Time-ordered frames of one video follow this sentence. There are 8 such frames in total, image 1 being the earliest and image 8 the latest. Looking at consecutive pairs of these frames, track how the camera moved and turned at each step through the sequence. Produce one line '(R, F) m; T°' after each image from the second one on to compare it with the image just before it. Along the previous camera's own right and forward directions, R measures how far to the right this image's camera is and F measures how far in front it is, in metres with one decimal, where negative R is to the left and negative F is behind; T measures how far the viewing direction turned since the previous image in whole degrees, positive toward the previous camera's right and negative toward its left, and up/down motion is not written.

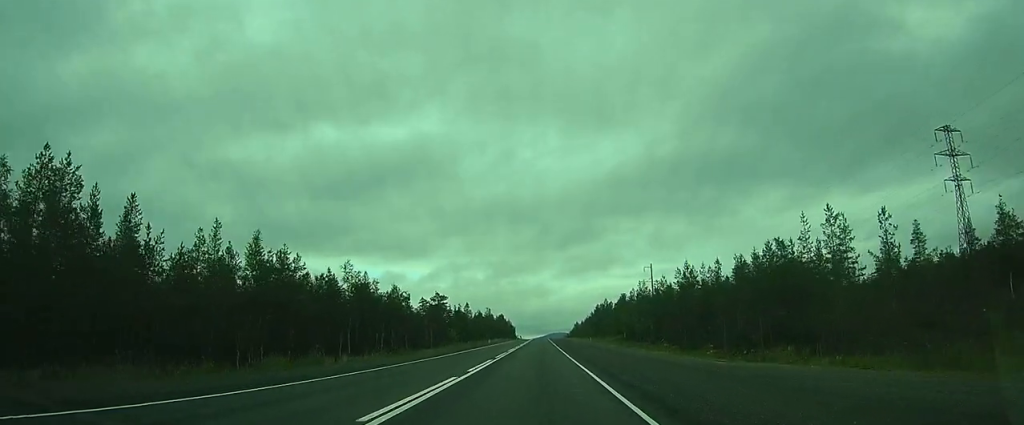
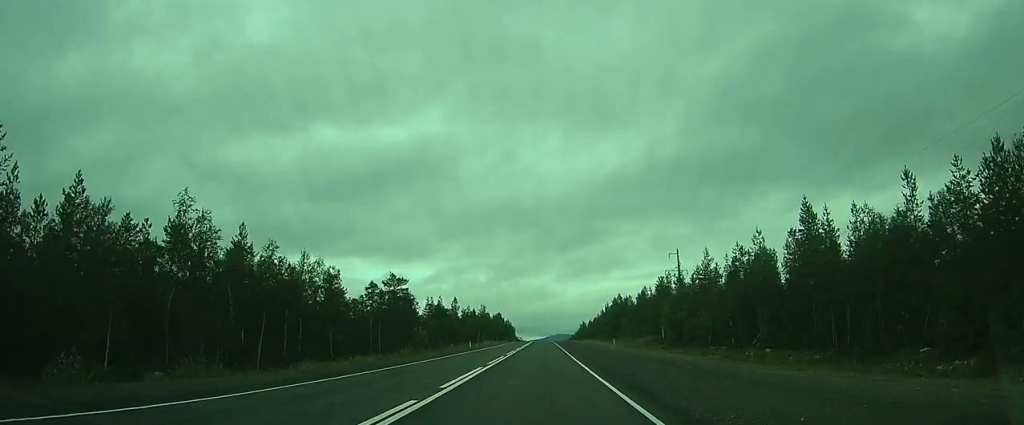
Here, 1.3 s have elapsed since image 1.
(+0.5, +31.7) m; +2°
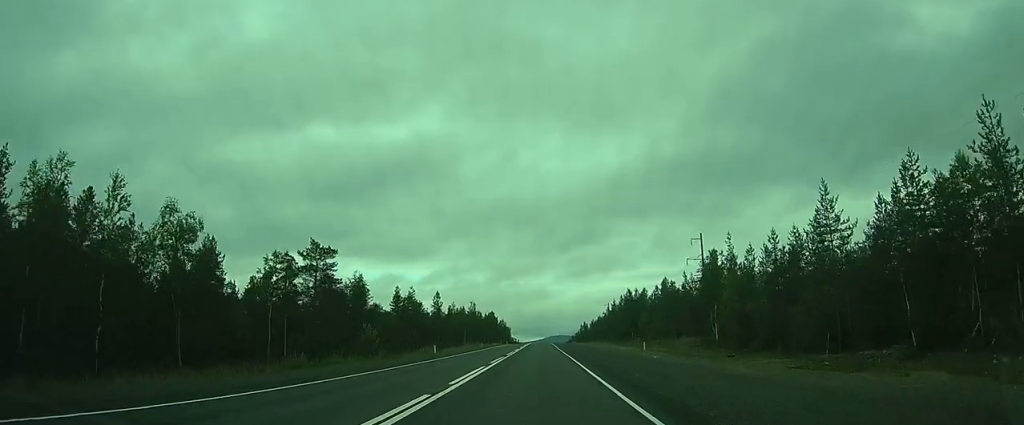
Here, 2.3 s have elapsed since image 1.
(+0.3, +23.5) m; +2°
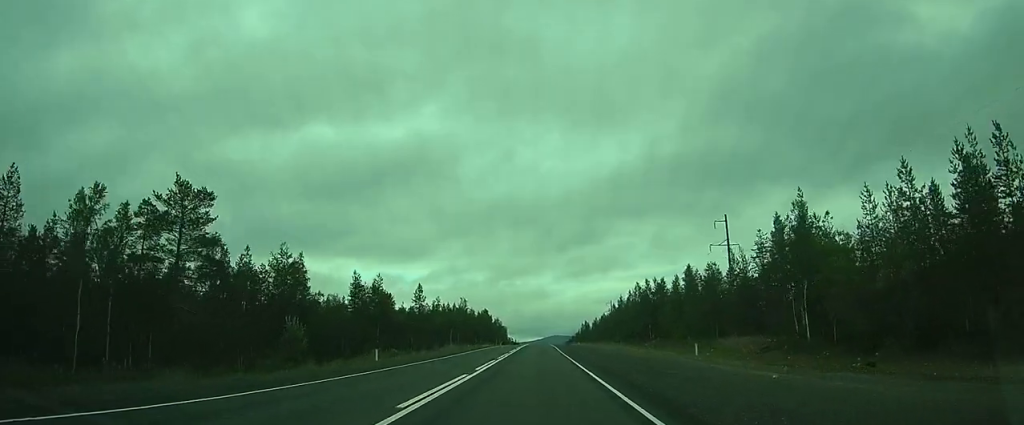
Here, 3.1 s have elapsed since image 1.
(+0.2, +18.0) m; +1°
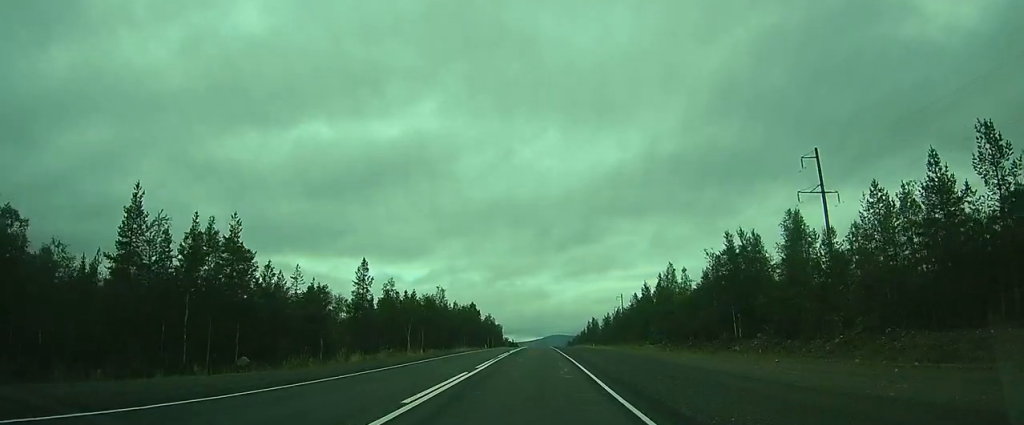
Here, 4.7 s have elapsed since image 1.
(0.0, +36.5) m; 0°
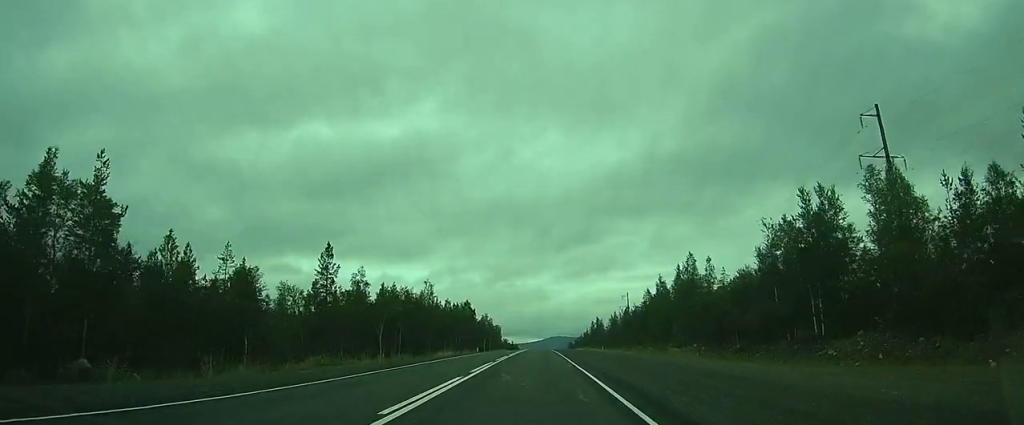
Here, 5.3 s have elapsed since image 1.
(0.0, +13.9) m; 0°
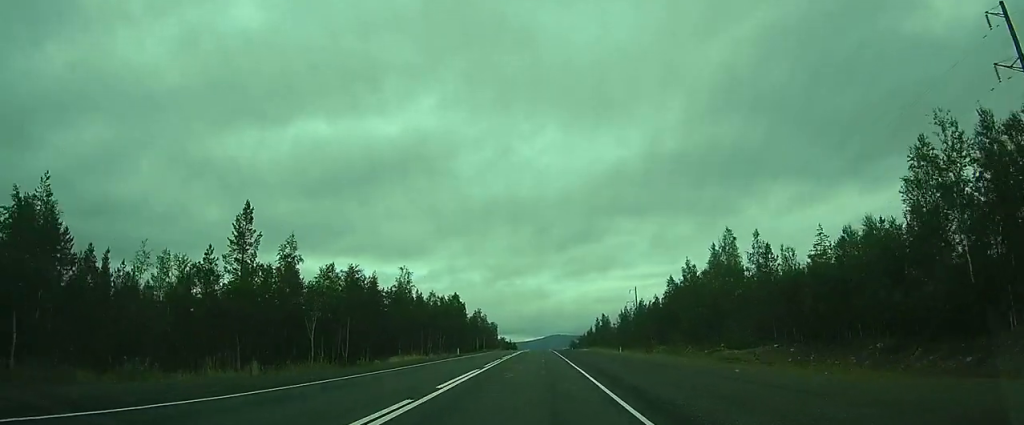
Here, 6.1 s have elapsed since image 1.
(+0.1, +19.3) m; 0°
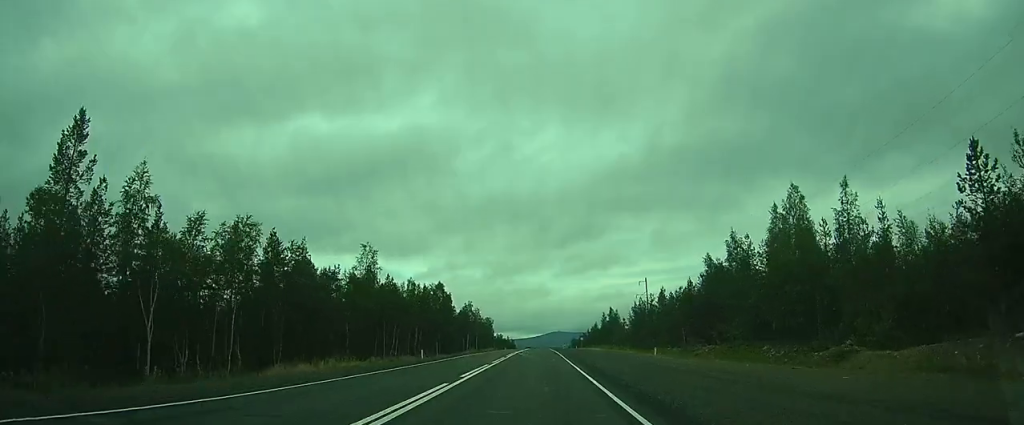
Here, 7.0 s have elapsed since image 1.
(+0.1, +20.2) m; 0°
